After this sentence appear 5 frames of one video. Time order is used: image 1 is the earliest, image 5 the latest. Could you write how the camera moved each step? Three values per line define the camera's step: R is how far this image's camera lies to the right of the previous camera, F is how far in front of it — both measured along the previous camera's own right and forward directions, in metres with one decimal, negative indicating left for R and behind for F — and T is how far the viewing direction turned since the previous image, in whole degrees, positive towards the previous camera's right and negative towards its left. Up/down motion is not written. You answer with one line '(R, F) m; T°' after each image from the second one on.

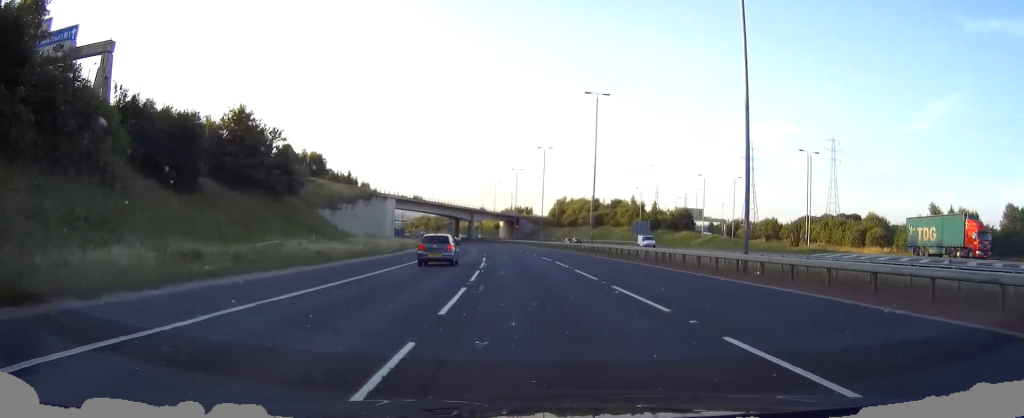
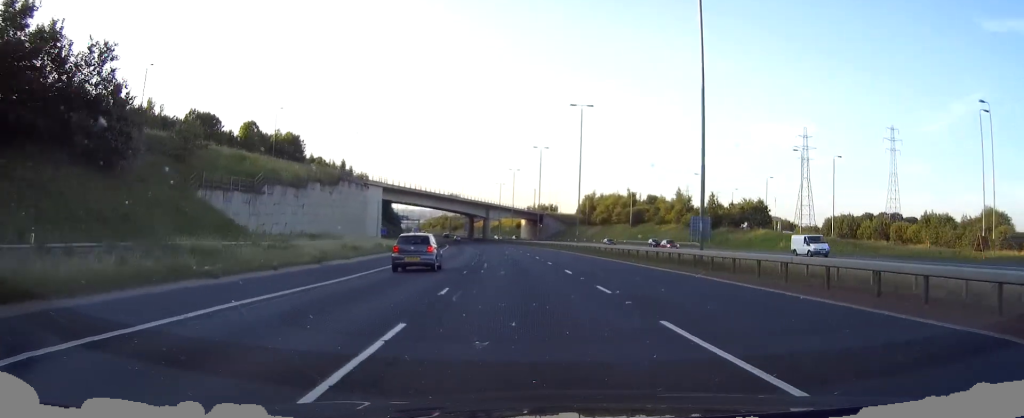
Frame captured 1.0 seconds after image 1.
(-0.3, +33.8) m; -2°
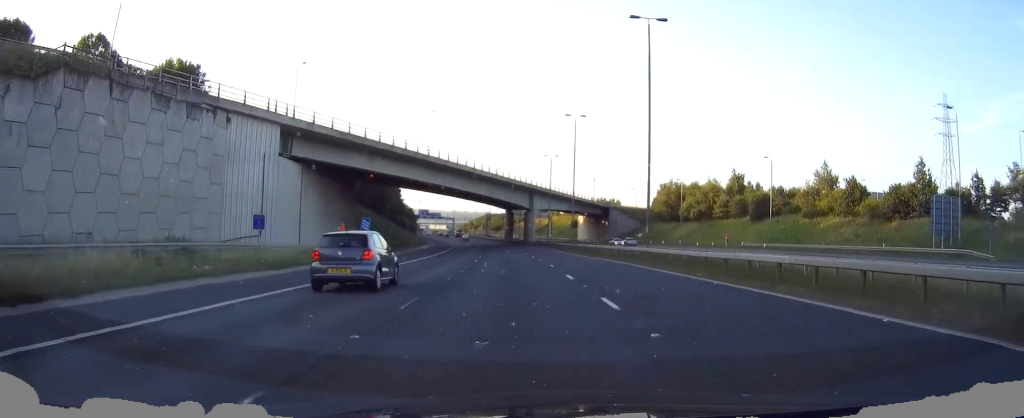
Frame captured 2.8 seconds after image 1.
(-1.9, +64.1) m; -4°
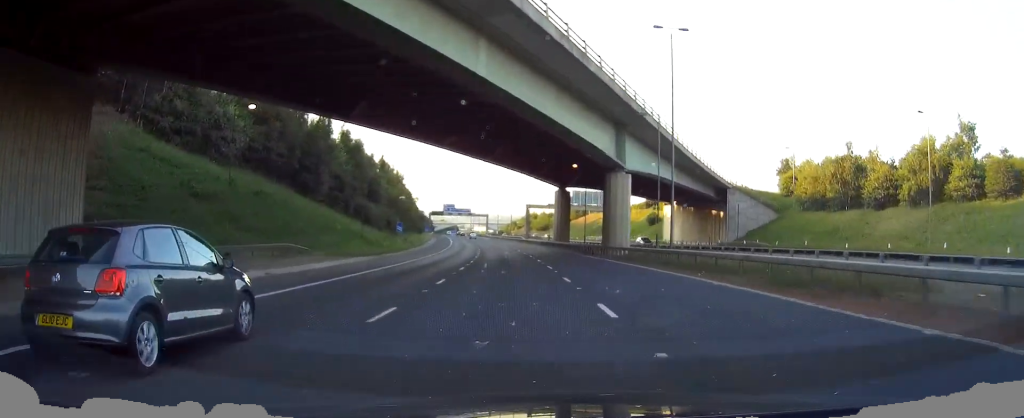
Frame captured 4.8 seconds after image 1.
(-3.2, +71.1) m; -7°
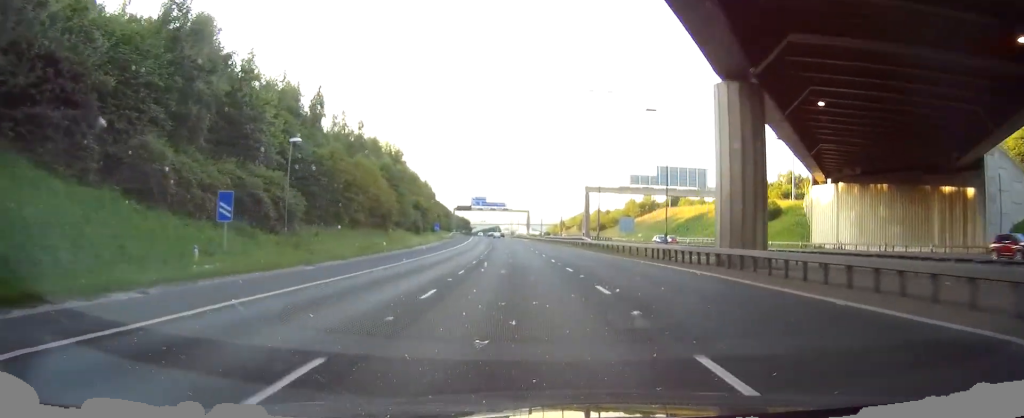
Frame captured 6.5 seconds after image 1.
(-3.4, +57.5) m; -3°
